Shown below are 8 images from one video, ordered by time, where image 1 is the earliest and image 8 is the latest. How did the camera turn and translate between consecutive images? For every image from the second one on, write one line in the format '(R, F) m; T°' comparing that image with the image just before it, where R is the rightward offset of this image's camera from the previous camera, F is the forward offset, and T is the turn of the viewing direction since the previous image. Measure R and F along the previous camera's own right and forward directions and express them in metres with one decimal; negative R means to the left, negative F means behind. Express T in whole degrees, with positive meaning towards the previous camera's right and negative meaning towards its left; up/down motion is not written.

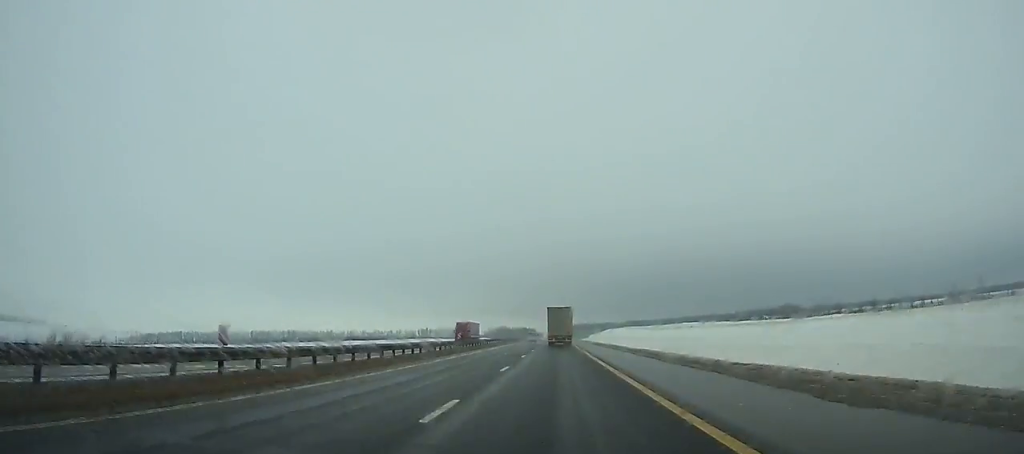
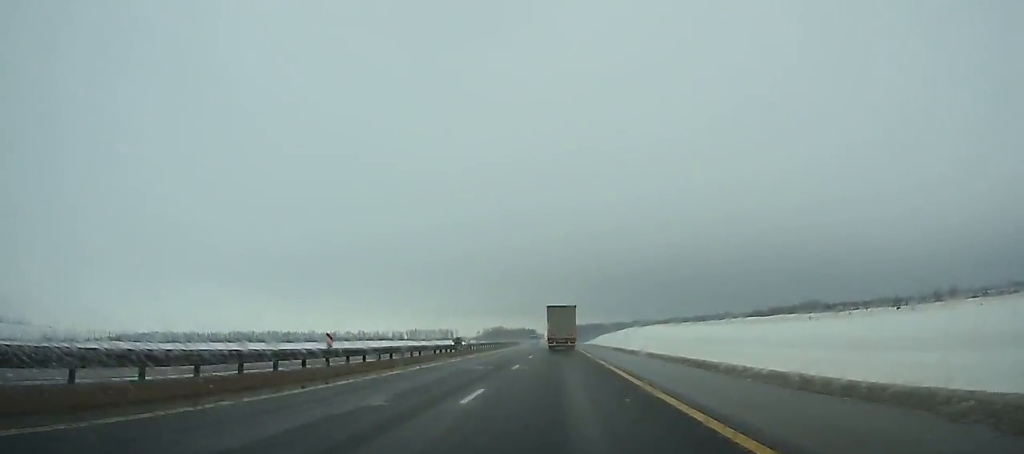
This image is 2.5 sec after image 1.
(-0.2, +69.7) m; -1°
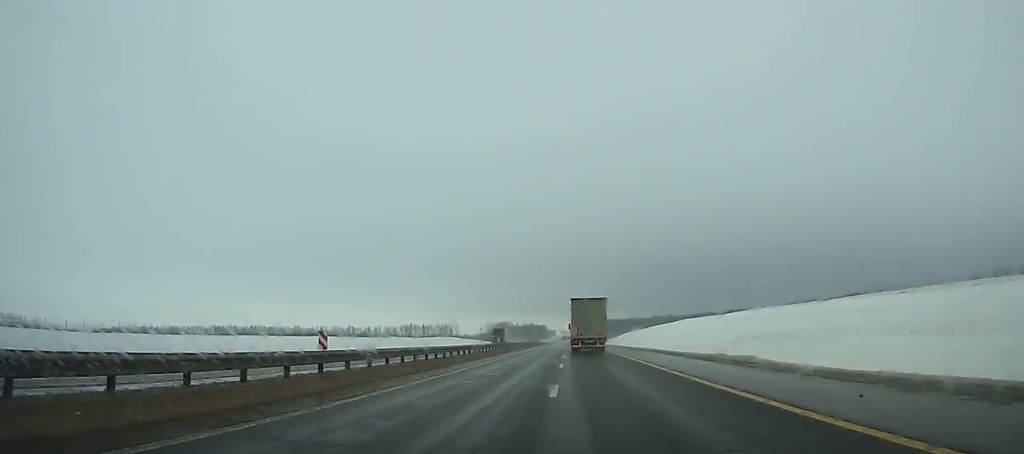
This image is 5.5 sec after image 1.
(-0.5, +84.0) m; 0°
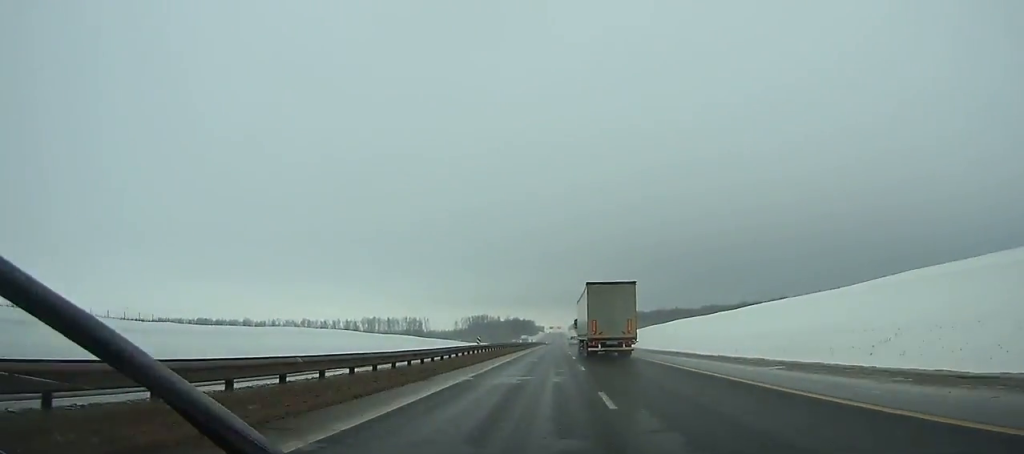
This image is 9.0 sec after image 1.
(+0.1, +99.6) m; 0°
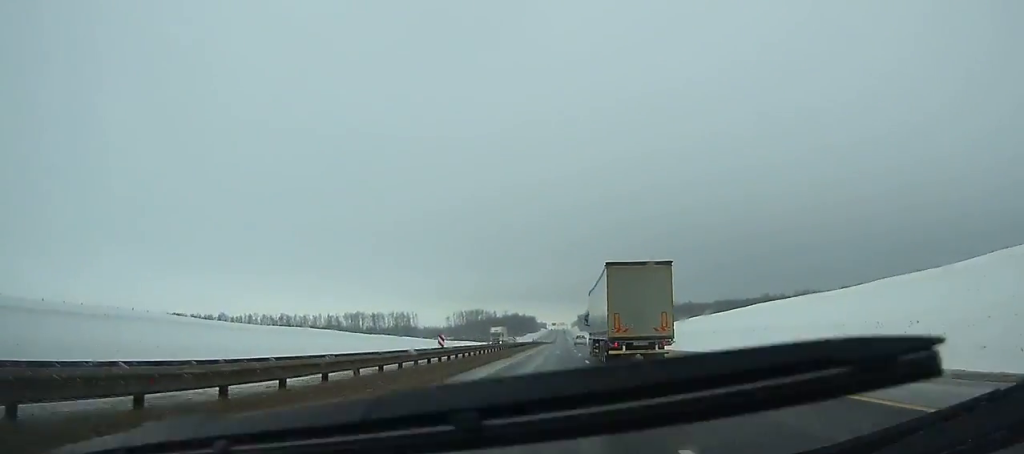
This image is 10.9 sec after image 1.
(+0.1, +54.9) m; 0°
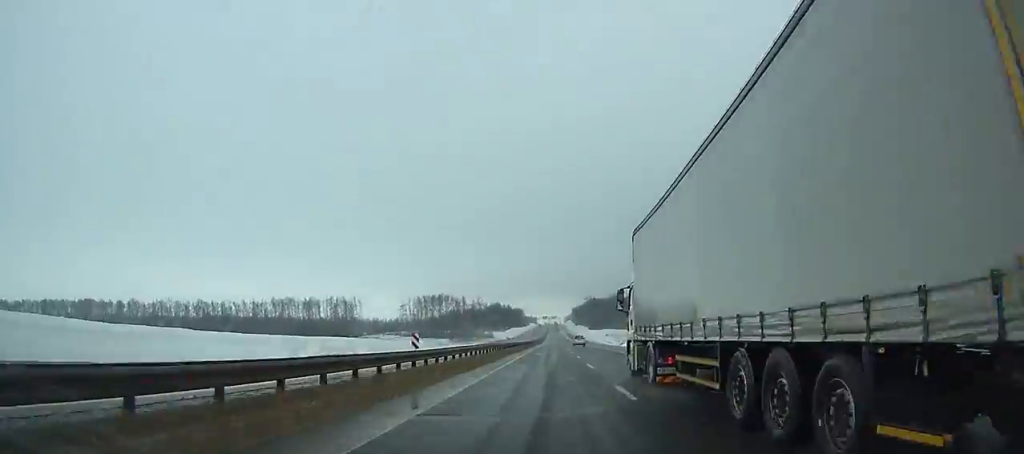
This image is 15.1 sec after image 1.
(+0.5, +124.6) m; +1°
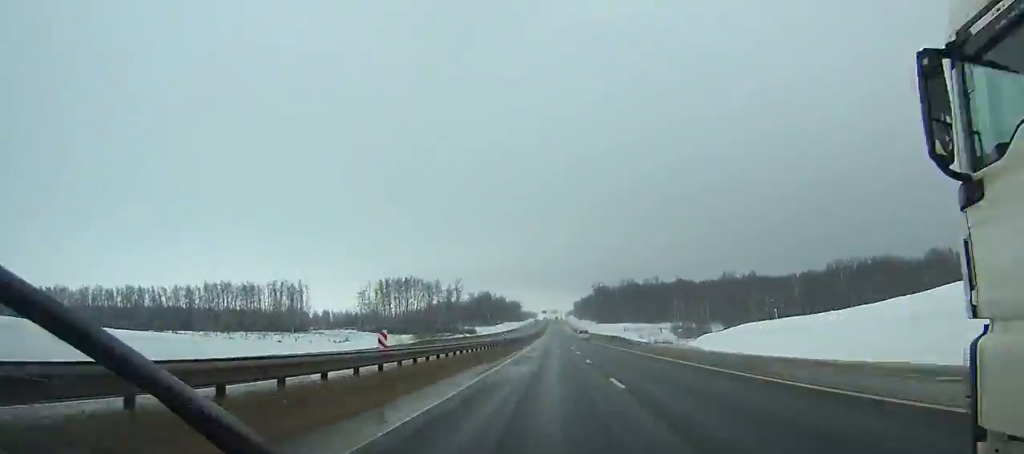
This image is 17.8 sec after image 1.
(+0.3, +81.4) m; 0°
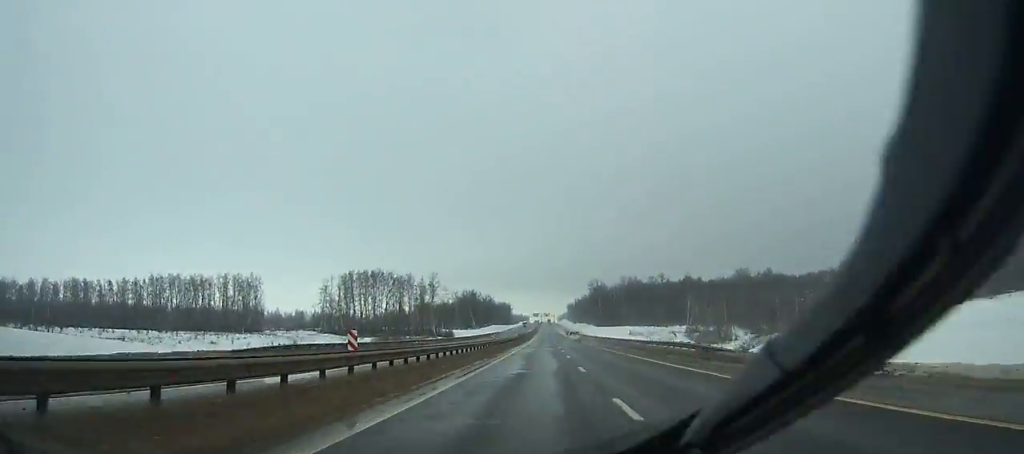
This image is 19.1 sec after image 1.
(+0.1, +39.3) m; 0°
